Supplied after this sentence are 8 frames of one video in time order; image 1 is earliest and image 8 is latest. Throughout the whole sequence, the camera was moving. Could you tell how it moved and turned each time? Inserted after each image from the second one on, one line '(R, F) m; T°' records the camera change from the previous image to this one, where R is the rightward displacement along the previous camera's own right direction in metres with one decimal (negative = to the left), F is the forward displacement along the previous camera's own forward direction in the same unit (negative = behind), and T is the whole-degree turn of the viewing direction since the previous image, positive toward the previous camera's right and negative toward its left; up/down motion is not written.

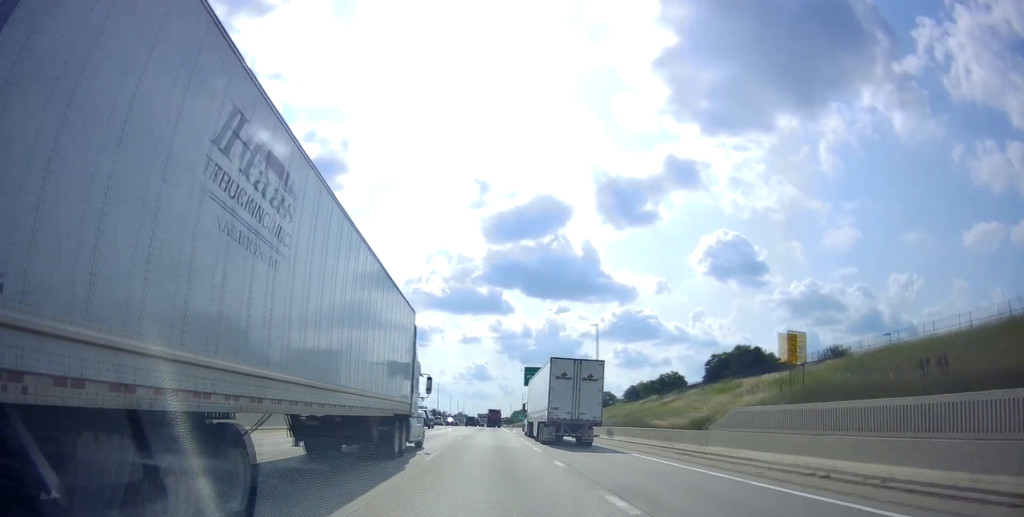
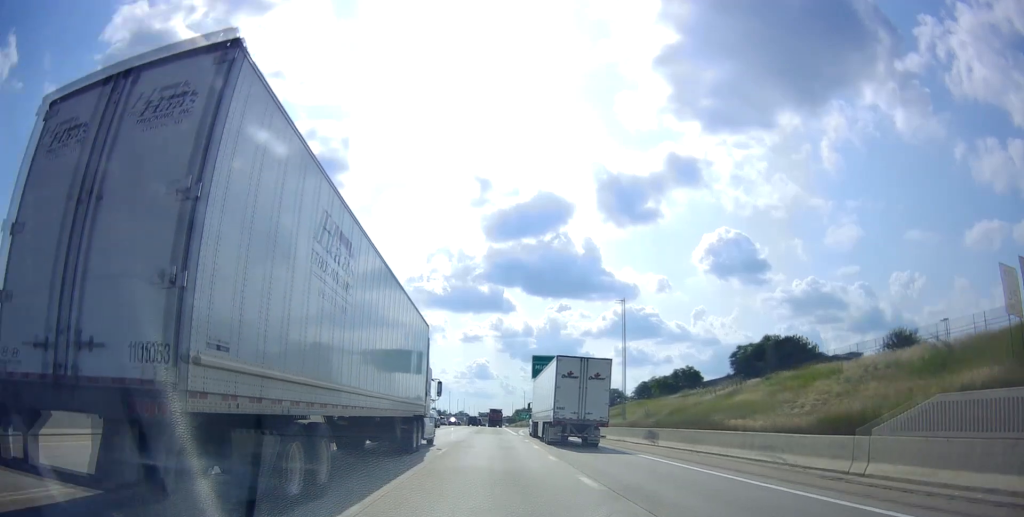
(+0.6, +12.8) m; +1°
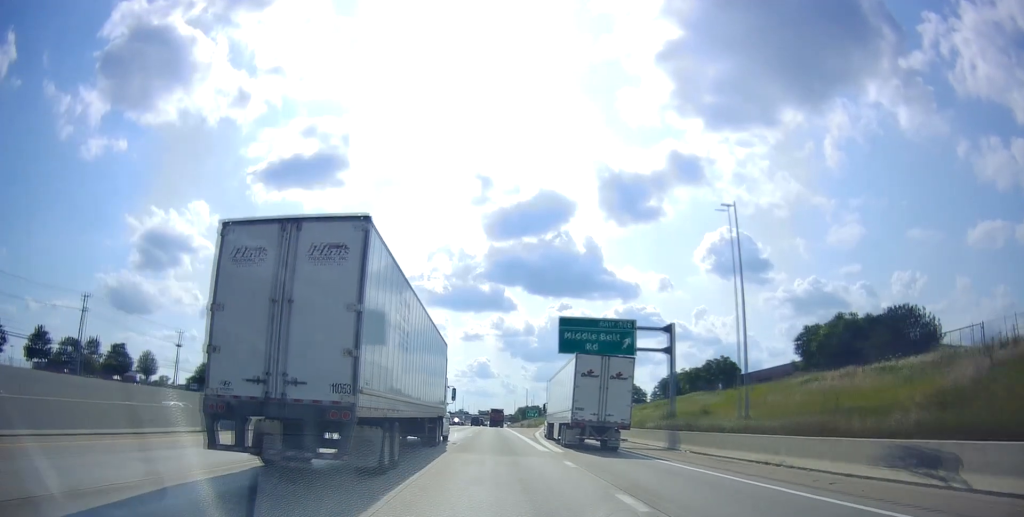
(+0.1, +25.5) m; +1°
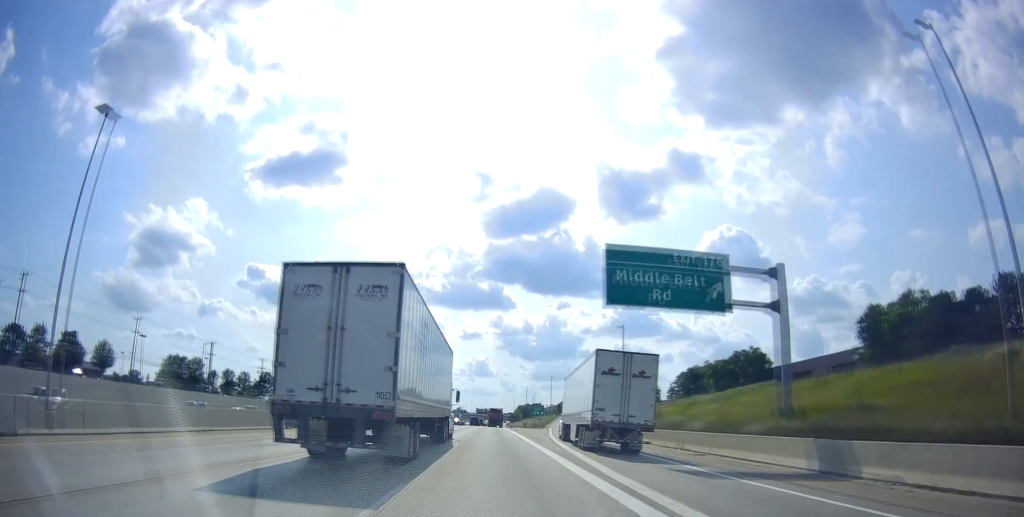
(0.0, +17.7) m; 0°
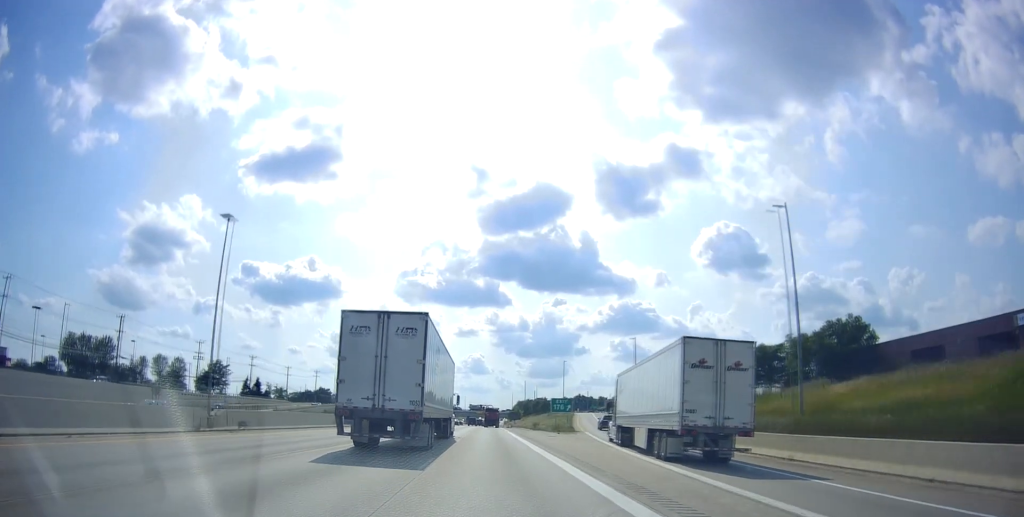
(-0.2, +39.7) m; -1°
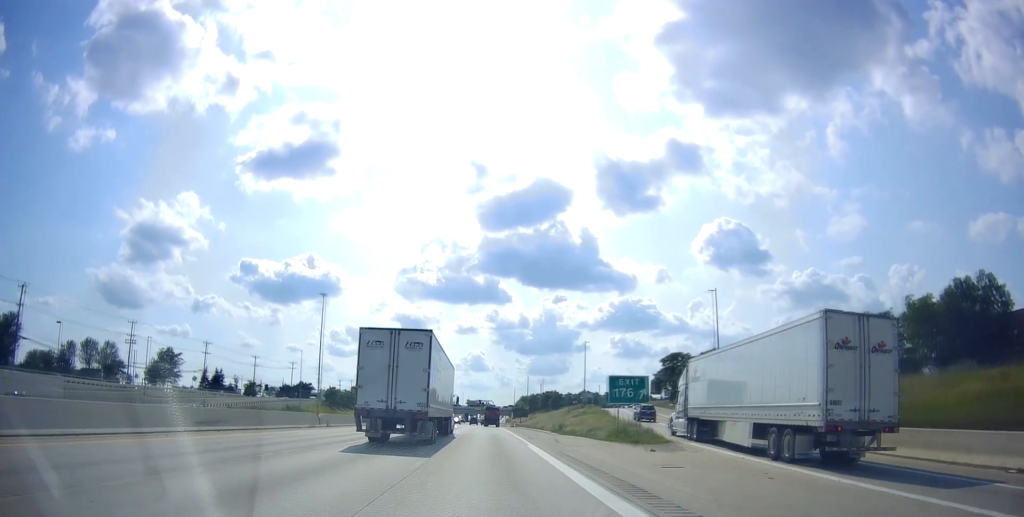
(+0.1, +31.0) m; +1°
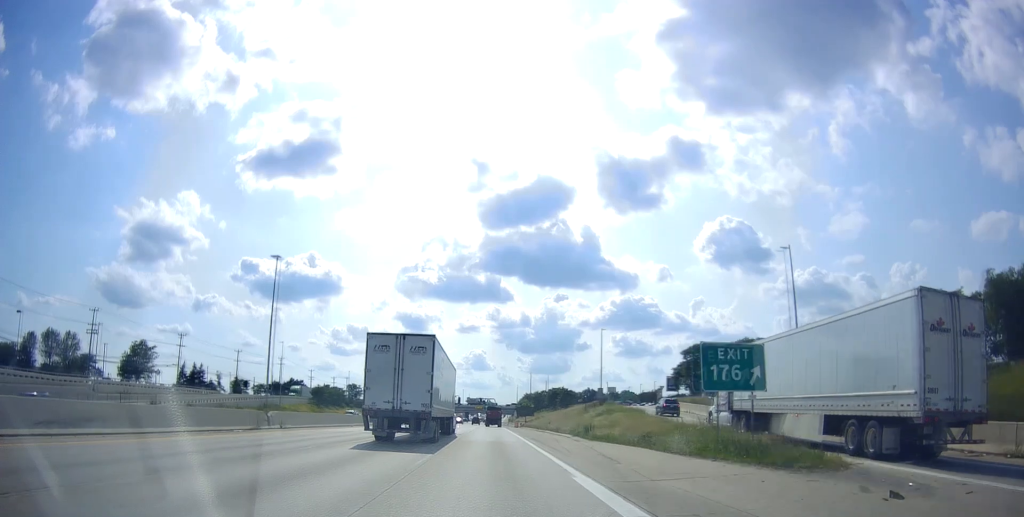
(+0.3, +14.2) m; 0°
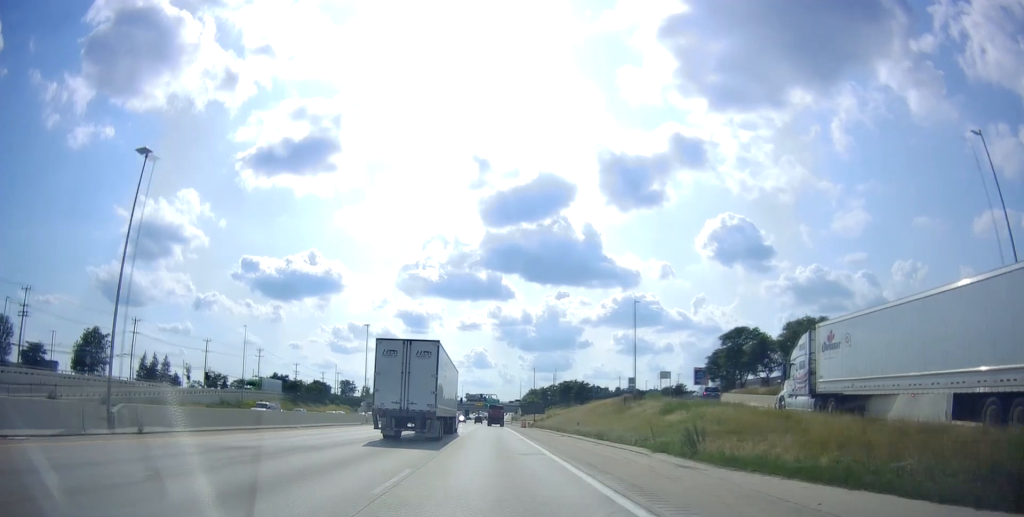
(0.0, +20.6) m; 0°
